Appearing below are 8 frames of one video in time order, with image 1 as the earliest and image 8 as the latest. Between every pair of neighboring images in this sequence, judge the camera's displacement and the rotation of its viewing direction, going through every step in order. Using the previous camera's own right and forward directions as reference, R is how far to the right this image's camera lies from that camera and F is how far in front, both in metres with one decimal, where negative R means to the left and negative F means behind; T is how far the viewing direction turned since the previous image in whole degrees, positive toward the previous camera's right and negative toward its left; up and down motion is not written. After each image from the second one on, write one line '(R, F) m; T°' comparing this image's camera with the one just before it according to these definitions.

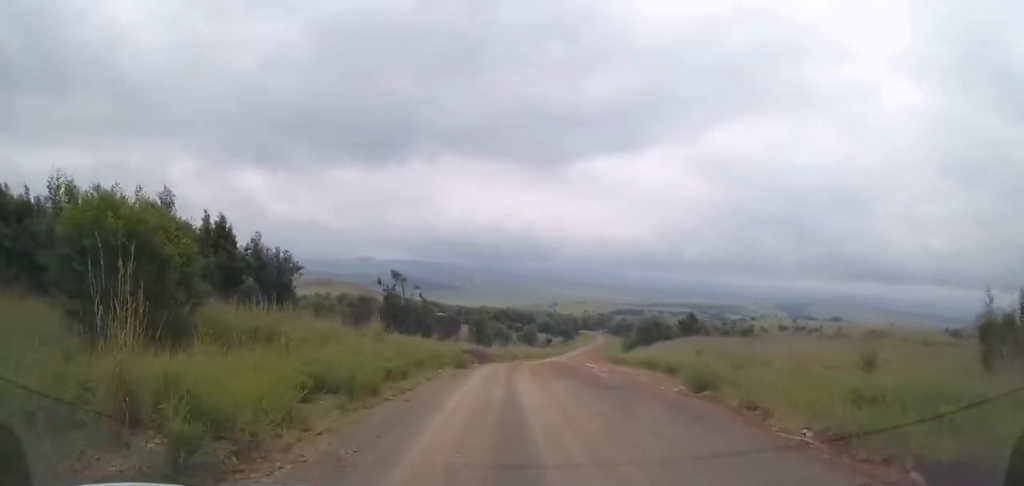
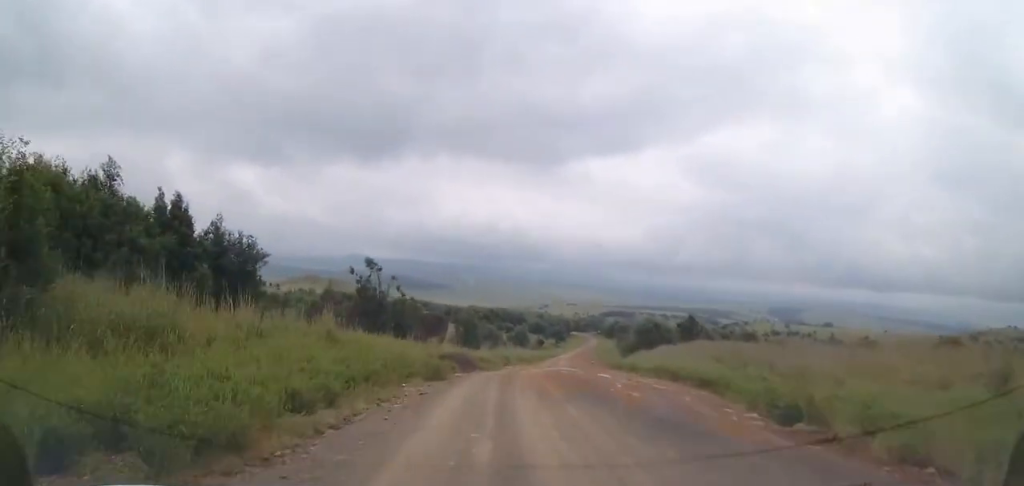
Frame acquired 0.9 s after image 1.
(+0.2, +6.5) m; -1°
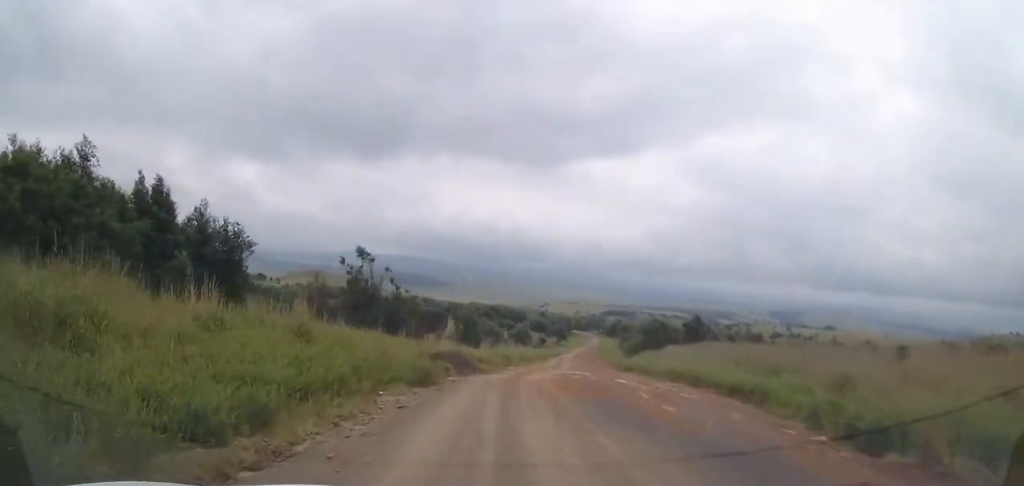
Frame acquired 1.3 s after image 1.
(-0.2, +3.2) m; 0°
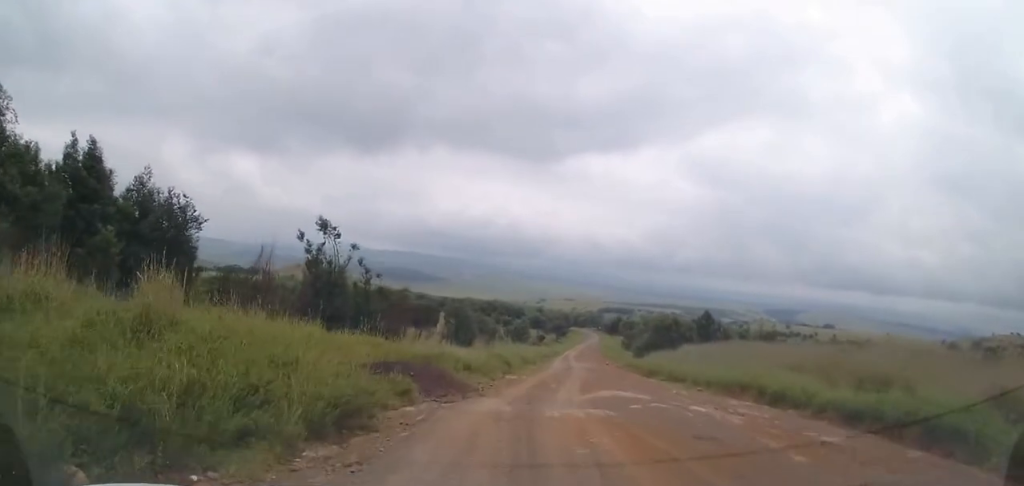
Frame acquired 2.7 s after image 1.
(+0.2, +8.4) m; +5°
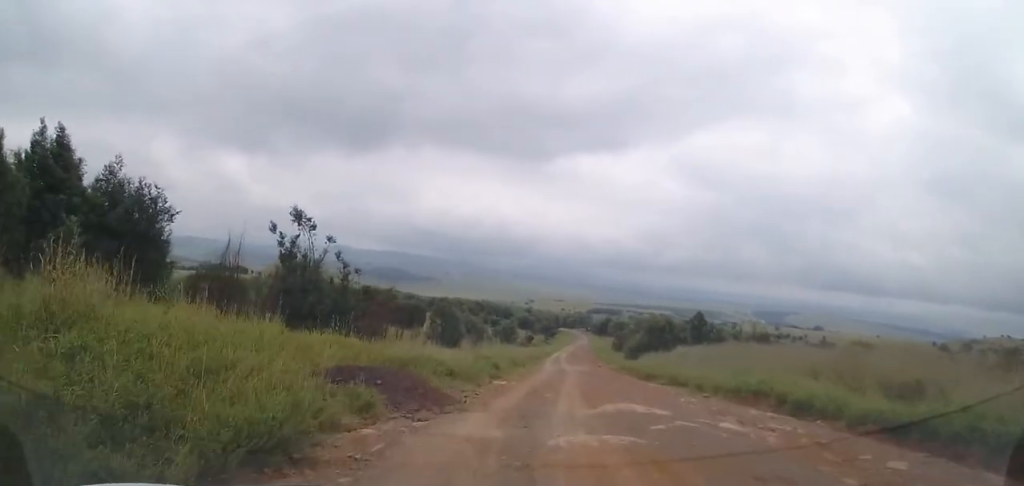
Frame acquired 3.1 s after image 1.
(+0.1, +2.3) m; -2°
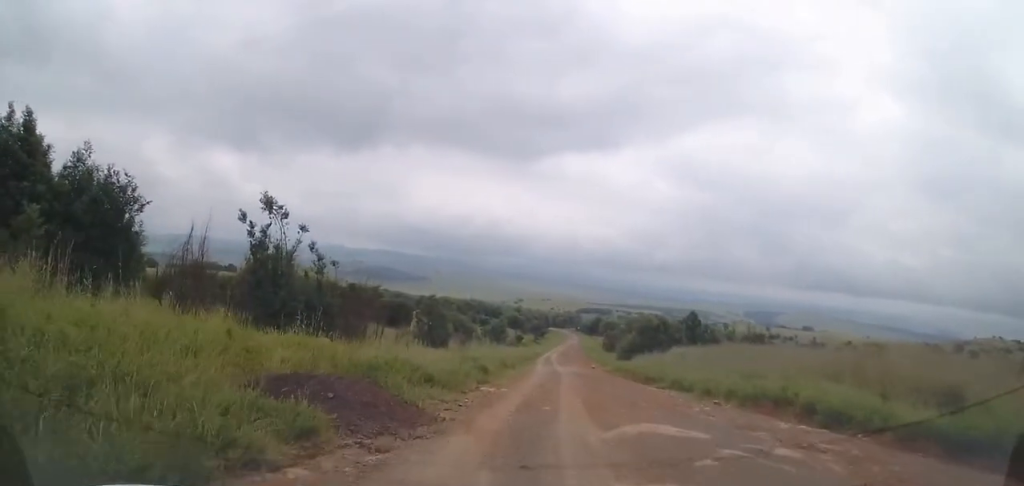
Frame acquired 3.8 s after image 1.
(+0.2, +2.9) m; -3°
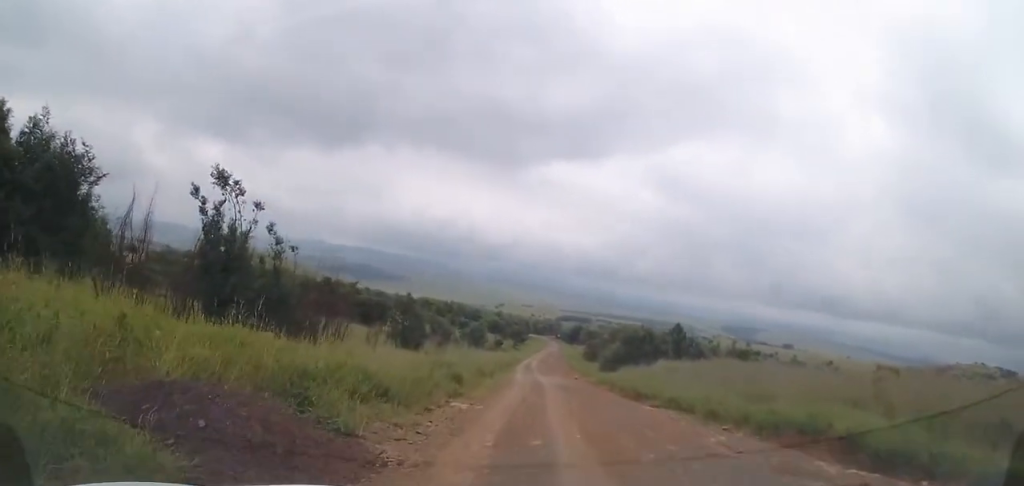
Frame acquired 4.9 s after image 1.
(-0.5, +3.7) m; +2°
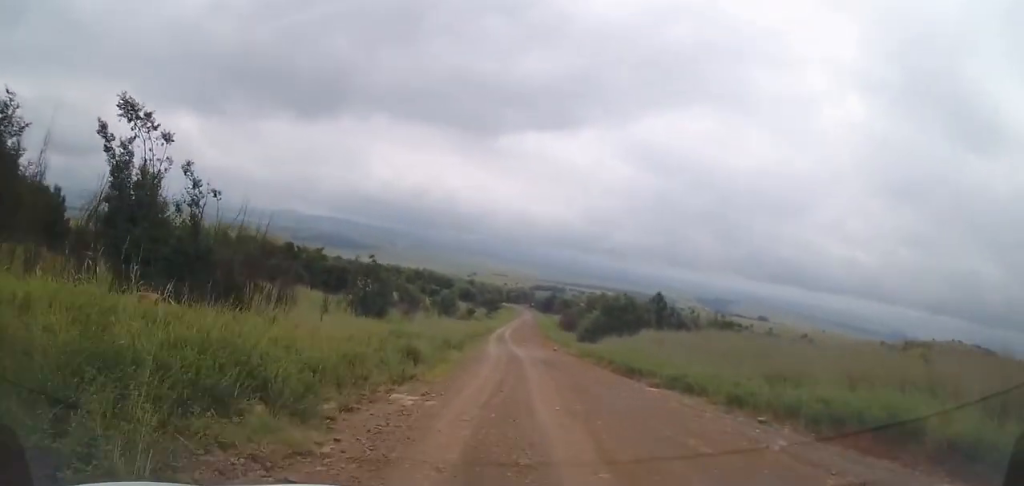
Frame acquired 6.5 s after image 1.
(+0.9, +4.6) m; +9°
